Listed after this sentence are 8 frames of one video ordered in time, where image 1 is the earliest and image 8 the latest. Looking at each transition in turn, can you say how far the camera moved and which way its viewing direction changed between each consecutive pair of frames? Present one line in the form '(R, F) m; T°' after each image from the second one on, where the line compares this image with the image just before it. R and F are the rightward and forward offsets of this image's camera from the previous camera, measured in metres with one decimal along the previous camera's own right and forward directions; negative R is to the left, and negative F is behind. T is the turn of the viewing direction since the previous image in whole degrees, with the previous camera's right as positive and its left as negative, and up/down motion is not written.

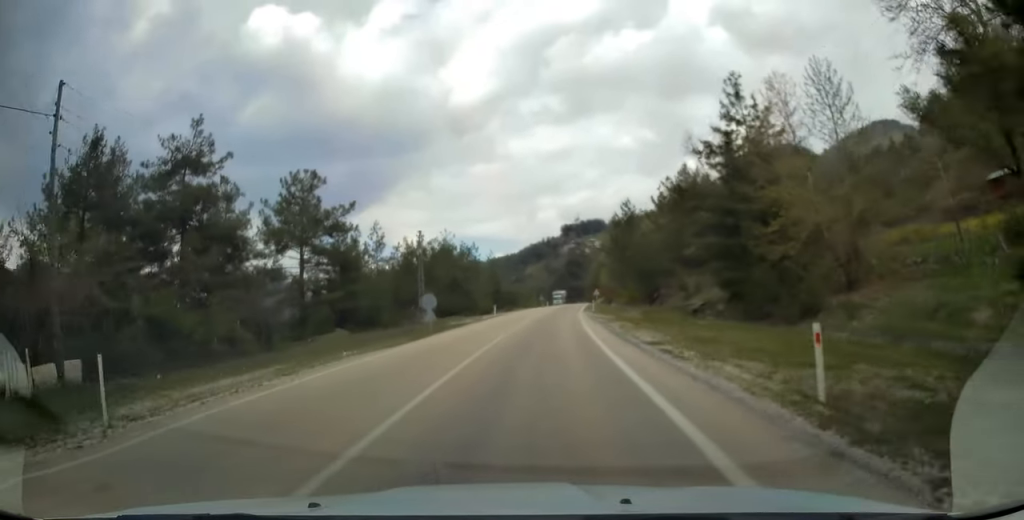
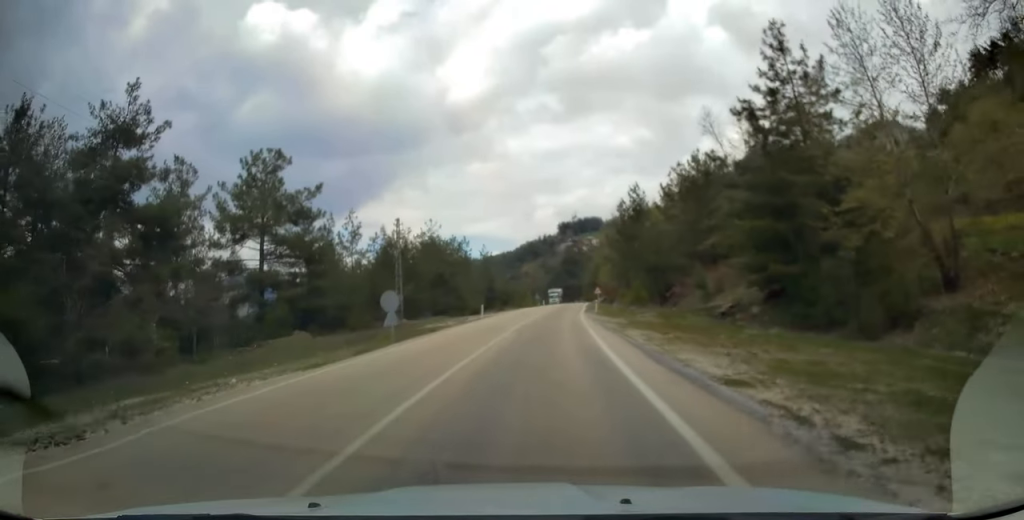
(+0.1, +7.4) m; +1°
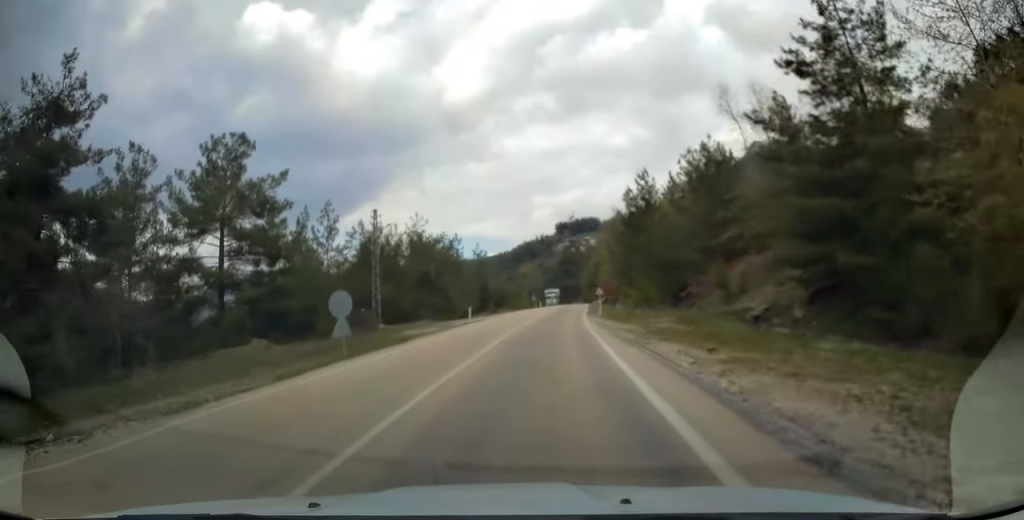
(0.0, +5.9) m; +1°
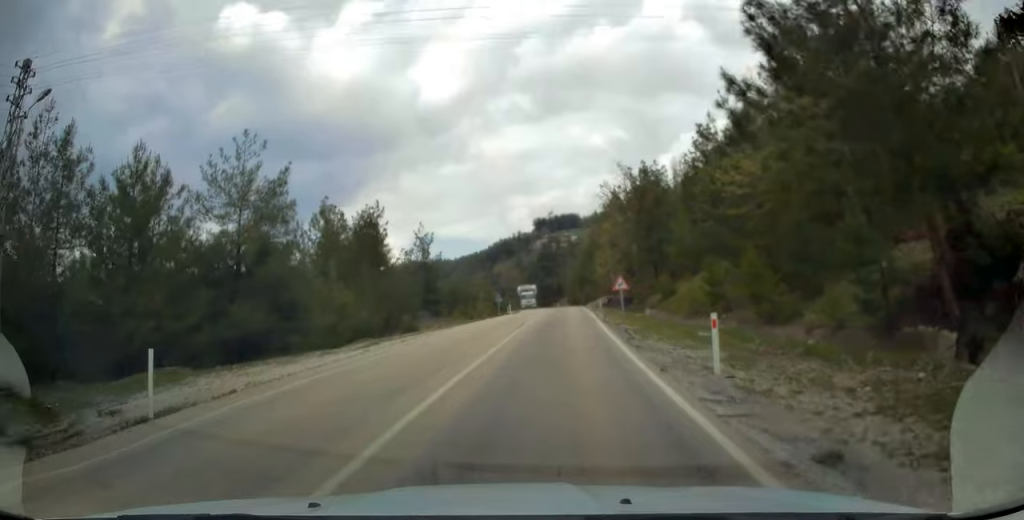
(+1.1, +32.3) m; +4°
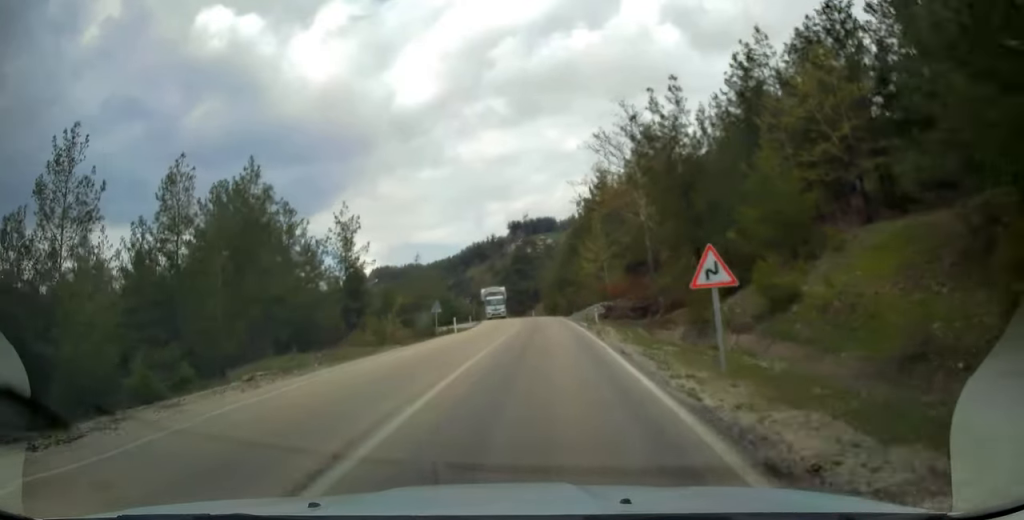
(+0.2, +21.4) m; +1°
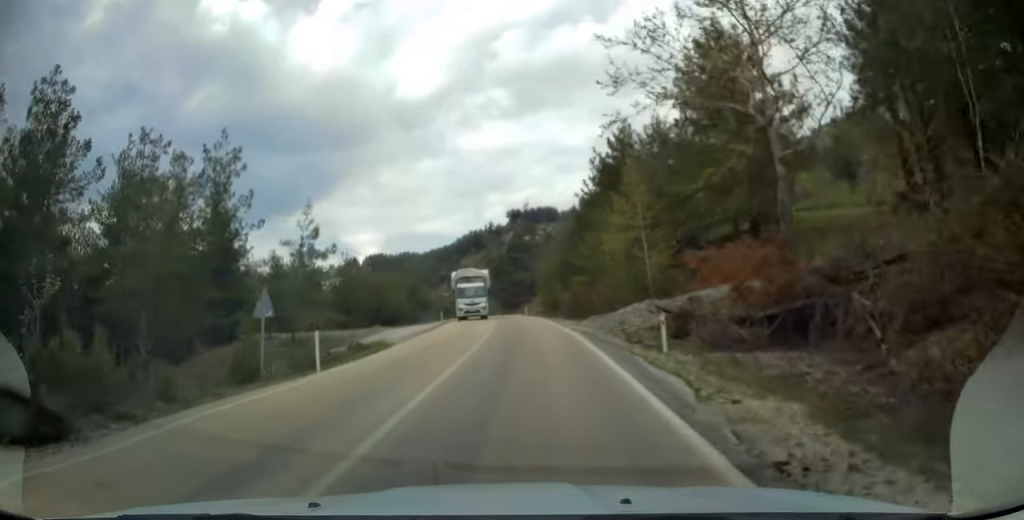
(0.0, +22.9) m; -1°
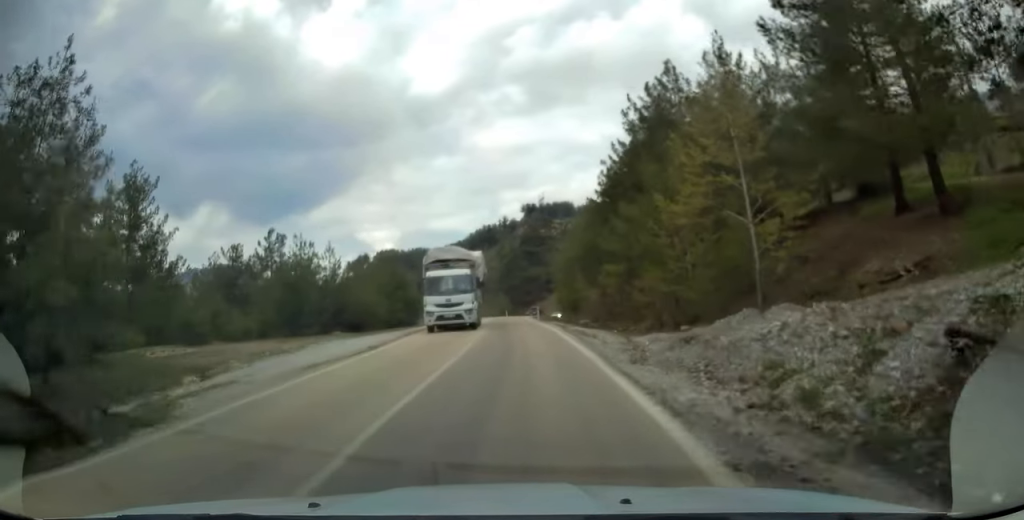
(-0.2, +15.4) m; -2°
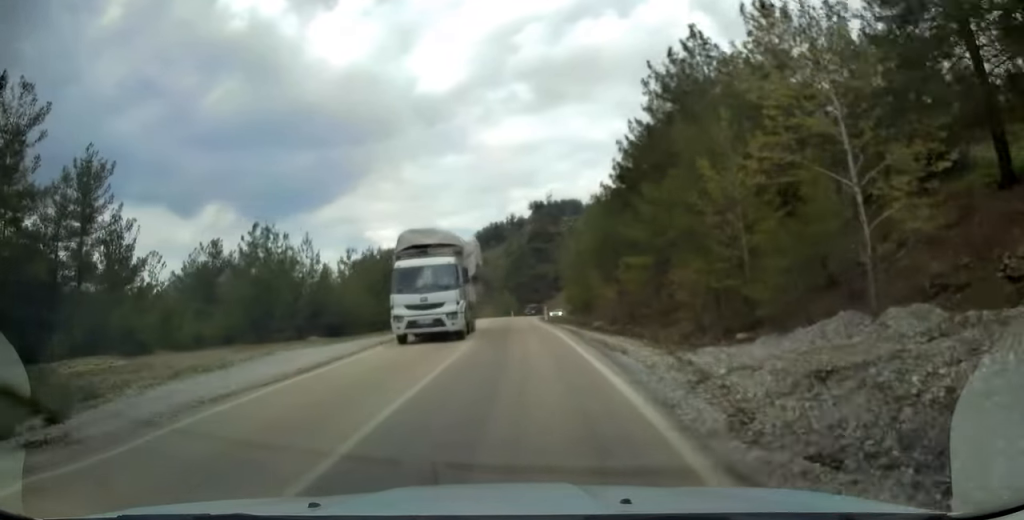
(0.0, +6.3) m; -1°
